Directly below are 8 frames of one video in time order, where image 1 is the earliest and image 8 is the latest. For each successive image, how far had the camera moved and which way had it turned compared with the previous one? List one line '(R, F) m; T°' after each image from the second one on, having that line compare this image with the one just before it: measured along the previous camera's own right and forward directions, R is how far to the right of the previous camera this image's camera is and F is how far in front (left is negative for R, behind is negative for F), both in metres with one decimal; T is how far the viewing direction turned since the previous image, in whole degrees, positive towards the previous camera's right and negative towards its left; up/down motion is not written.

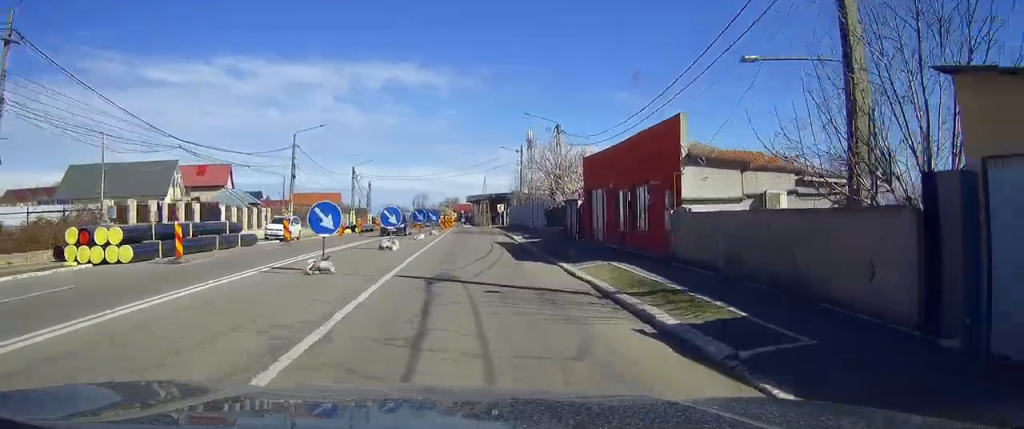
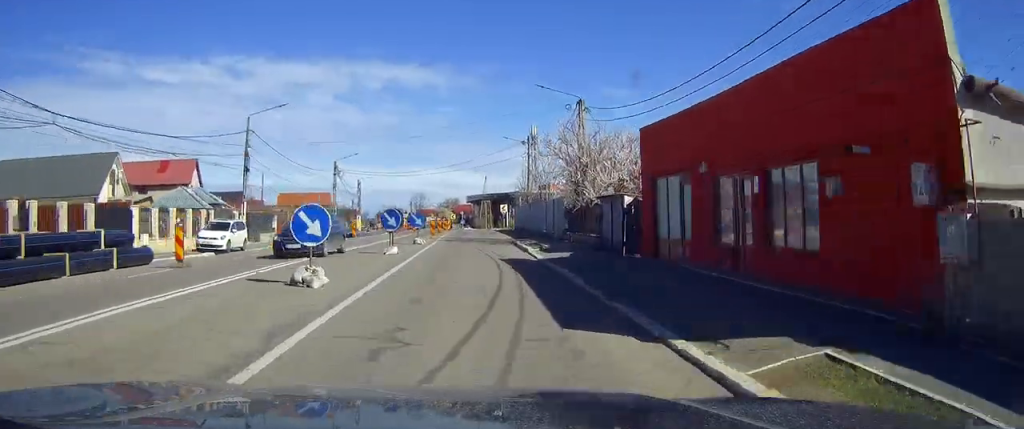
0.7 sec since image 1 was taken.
(0.0, +12.0) m; 0°
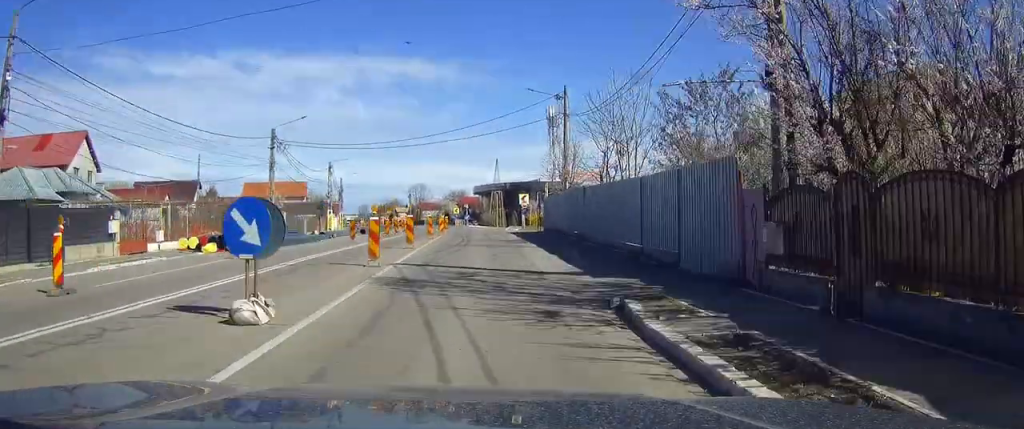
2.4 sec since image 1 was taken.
(-0.2, +27.1) m; -1°
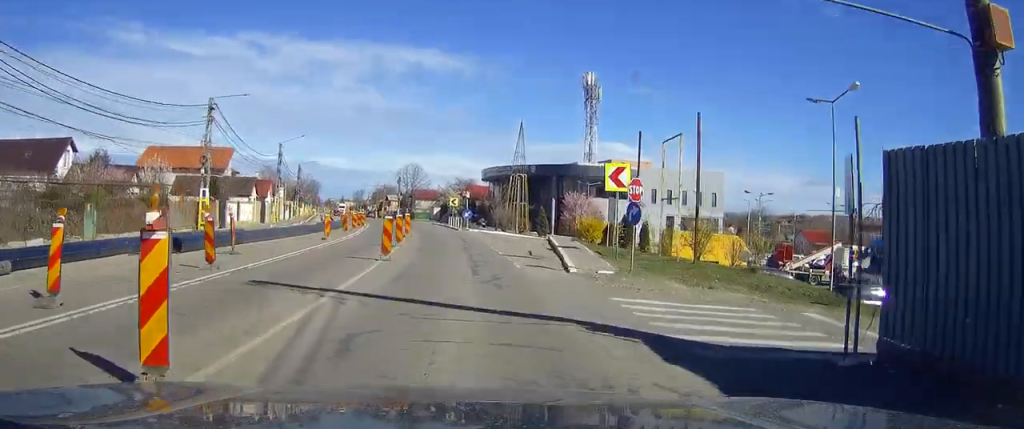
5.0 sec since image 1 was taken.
(-0.2, +41.8) m; -1°
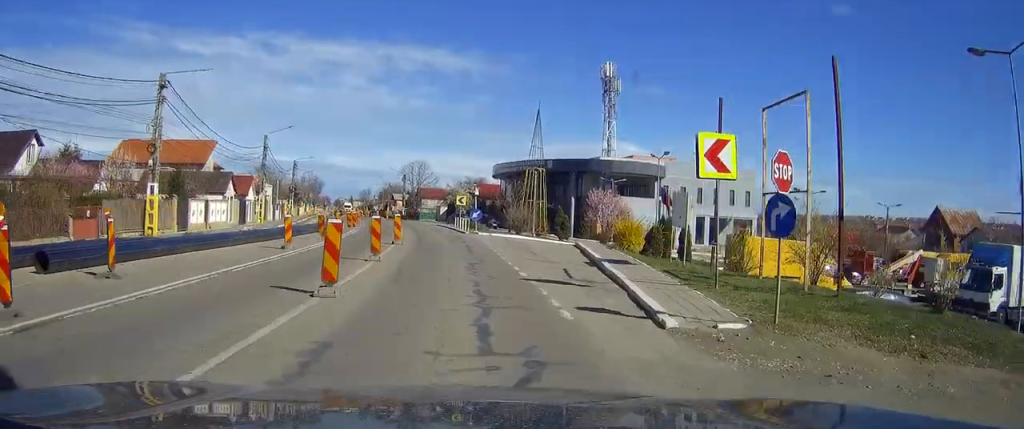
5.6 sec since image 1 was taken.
(-0.1, +8.9) m; -1°
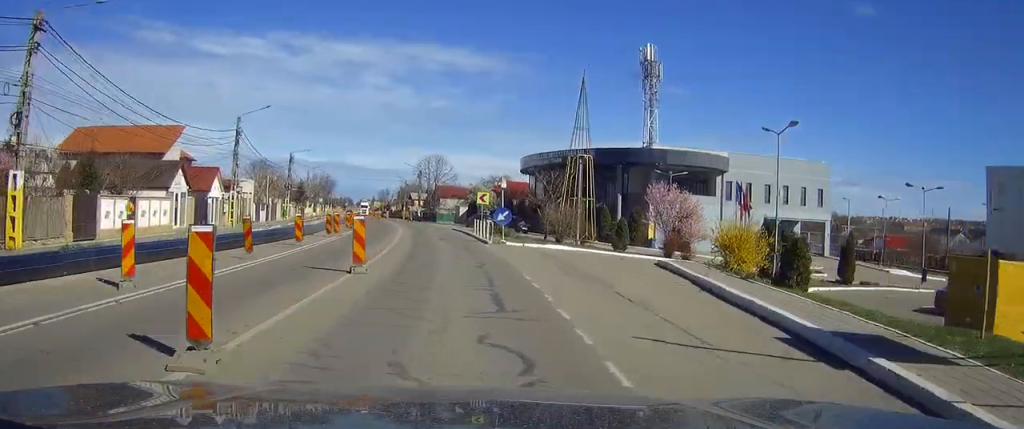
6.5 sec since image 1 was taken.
(-0.2, +14.1) m; -2°
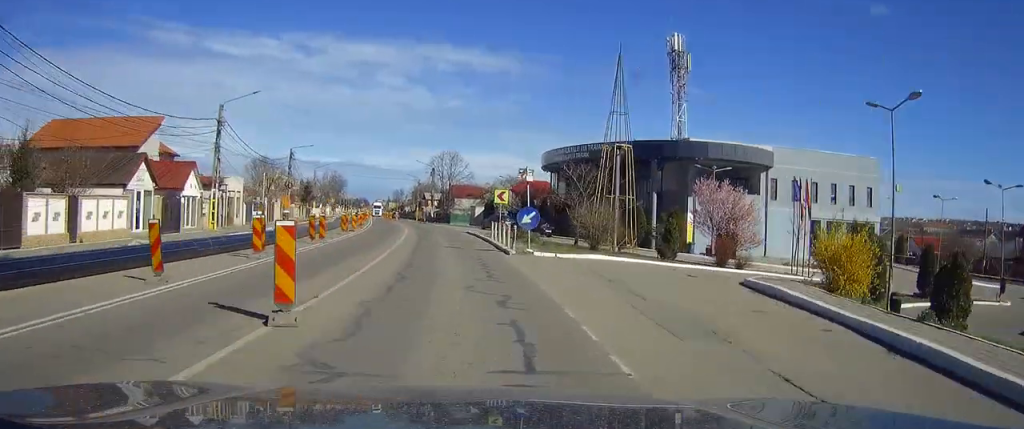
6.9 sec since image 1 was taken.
(0.0, +7.3) m; -1°
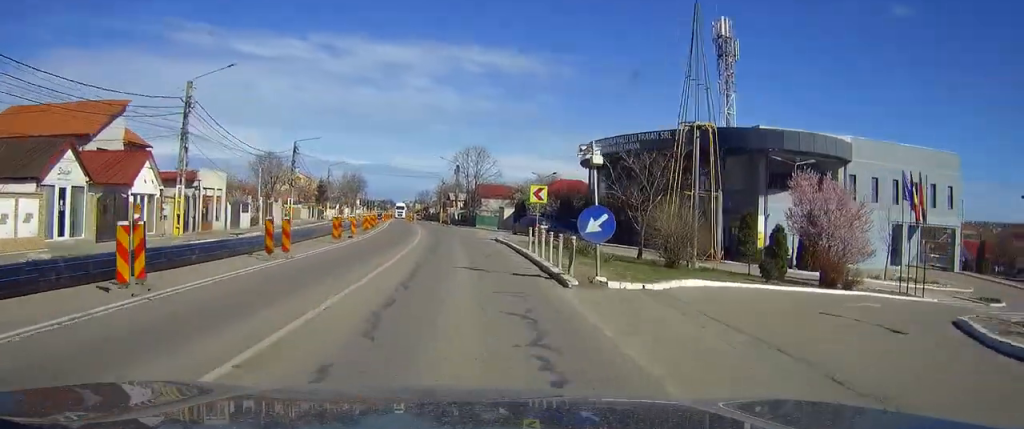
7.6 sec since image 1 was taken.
(-0.2, +9.8) m; -2°
